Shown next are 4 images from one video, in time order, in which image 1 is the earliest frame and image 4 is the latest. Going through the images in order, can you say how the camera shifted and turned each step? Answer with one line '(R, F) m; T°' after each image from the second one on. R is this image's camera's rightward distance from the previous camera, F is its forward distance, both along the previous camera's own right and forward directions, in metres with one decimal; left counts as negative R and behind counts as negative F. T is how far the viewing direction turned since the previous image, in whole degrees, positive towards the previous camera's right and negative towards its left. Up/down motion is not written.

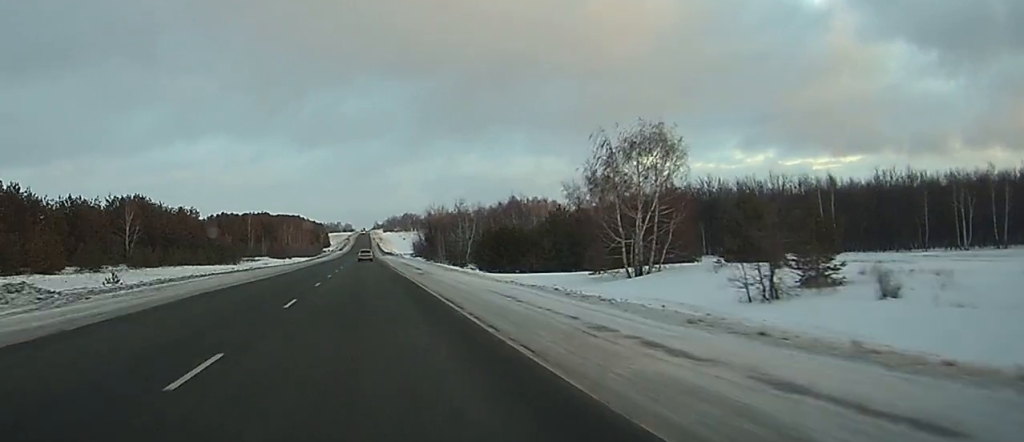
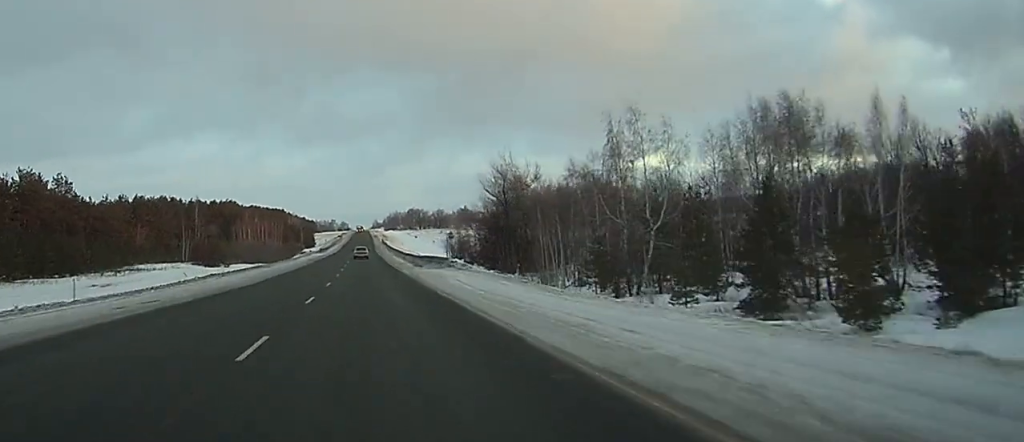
(+0.2, +116.7) m; 0°
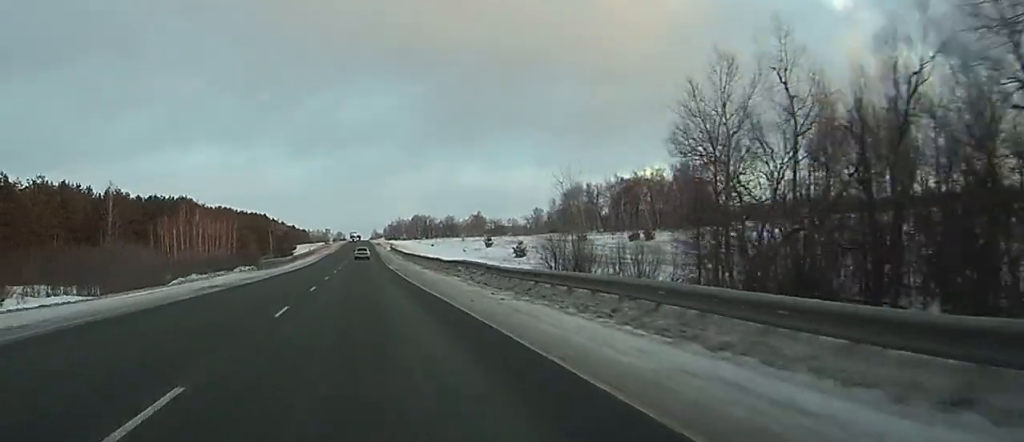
(+0.7, +88.5) m; 0°
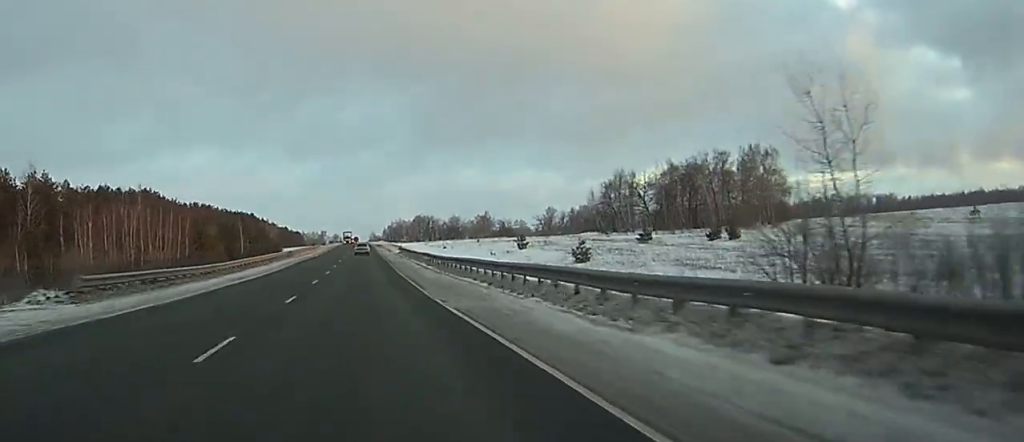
(-0.1, +43.2) m; +1°
